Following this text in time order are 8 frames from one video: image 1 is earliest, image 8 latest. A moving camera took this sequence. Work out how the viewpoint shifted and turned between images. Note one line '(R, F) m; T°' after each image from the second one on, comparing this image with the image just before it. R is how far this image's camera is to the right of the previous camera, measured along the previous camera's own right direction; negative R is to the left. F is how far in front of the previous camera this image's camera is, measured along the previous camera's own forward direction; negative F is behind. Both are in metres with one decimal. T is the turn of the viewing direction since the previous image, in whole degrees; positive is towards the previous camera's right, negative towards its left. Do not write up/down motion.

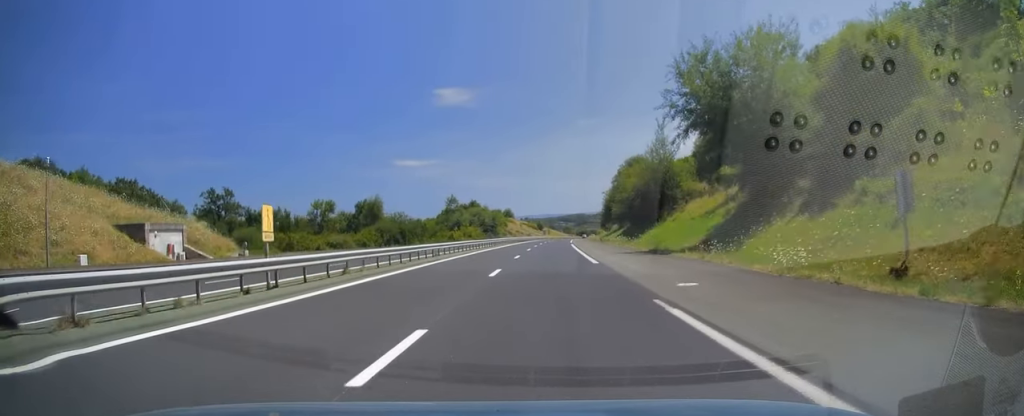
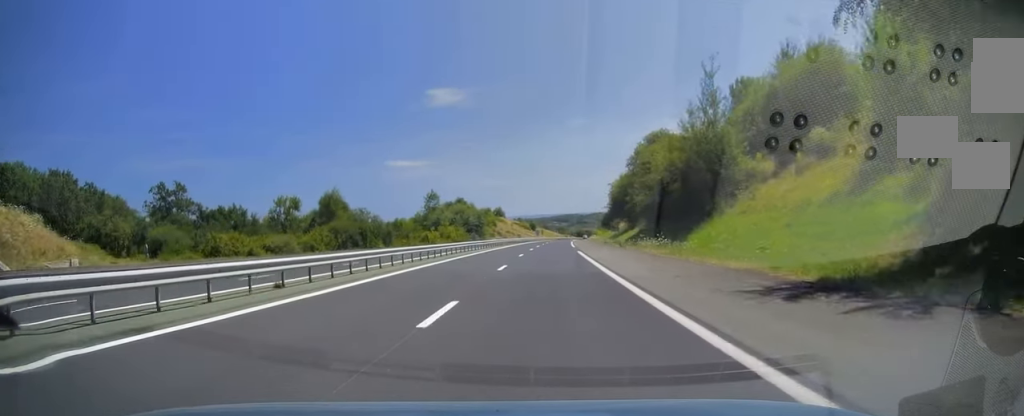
(-0.7, +23.6) m; -1°
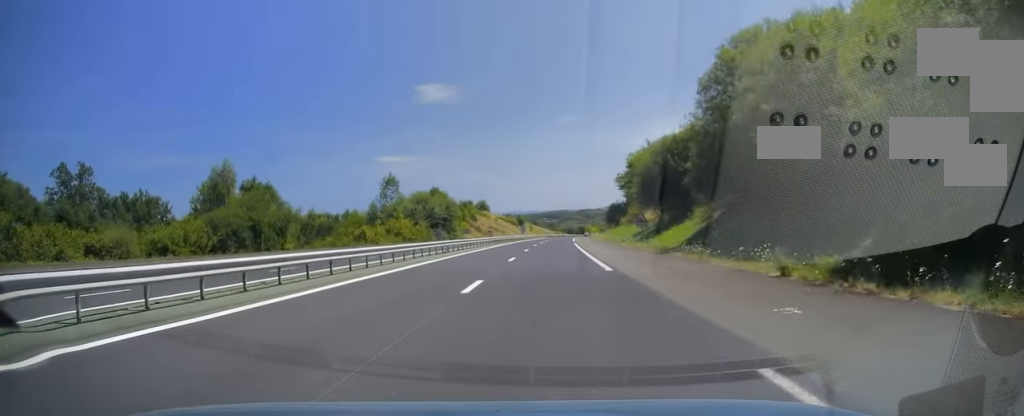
(+0.7, +36.8) m; +1°
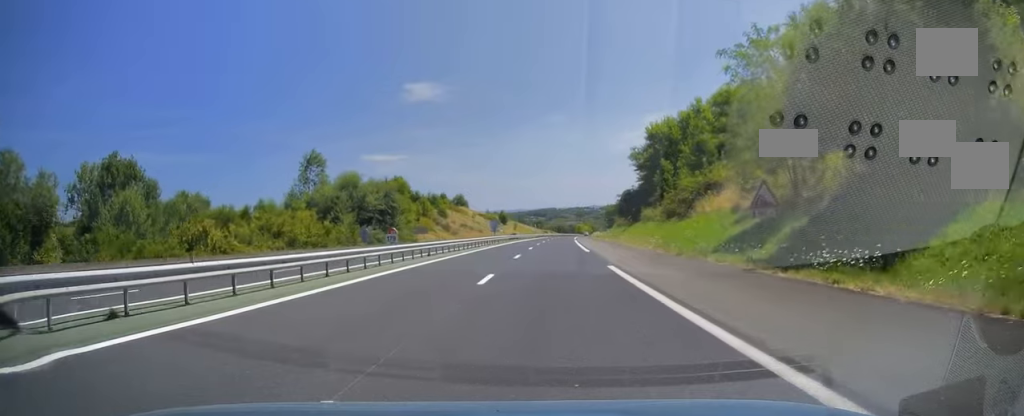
(+0.1, +39.3) m; +1°
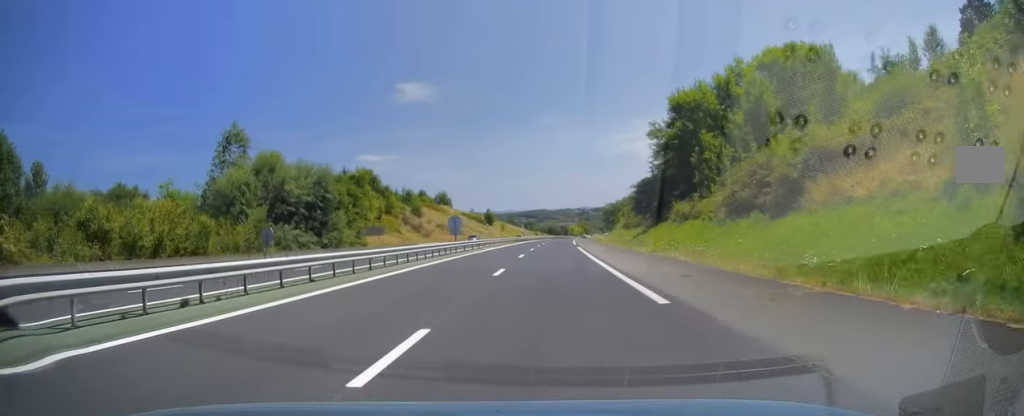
(+0.3, +23.7) m; +1°
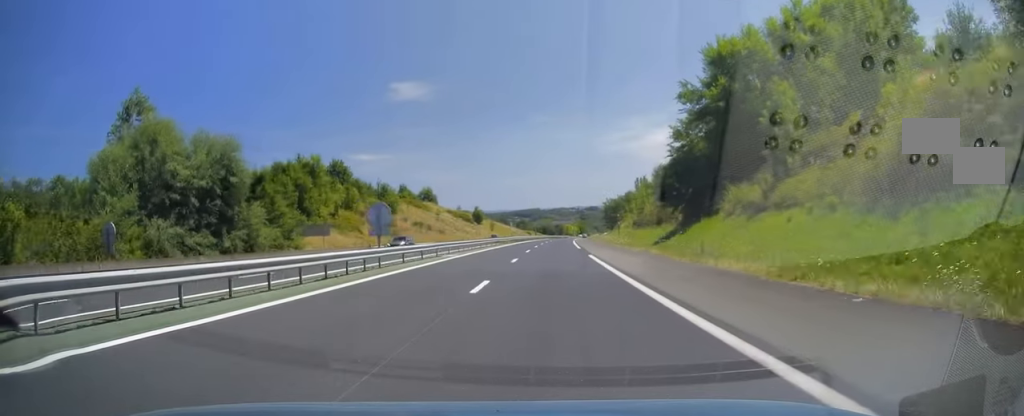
(+0.1, +19.1) m; 0°
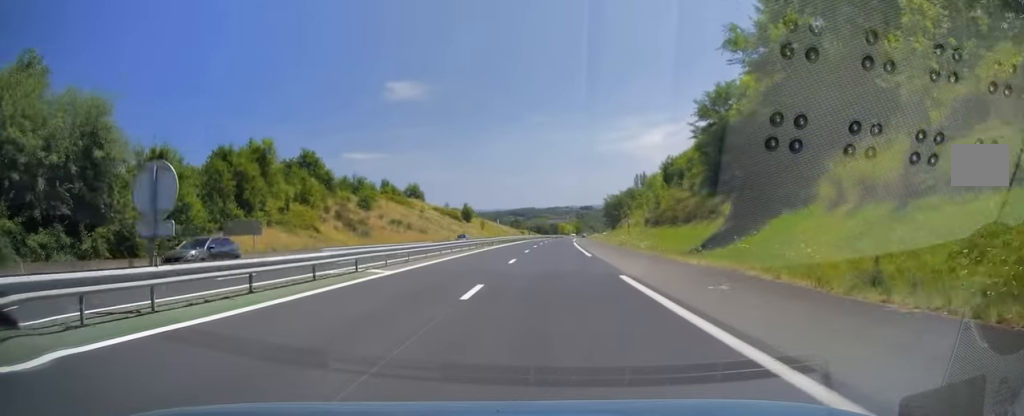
(0.0, +15.1) m; 0°
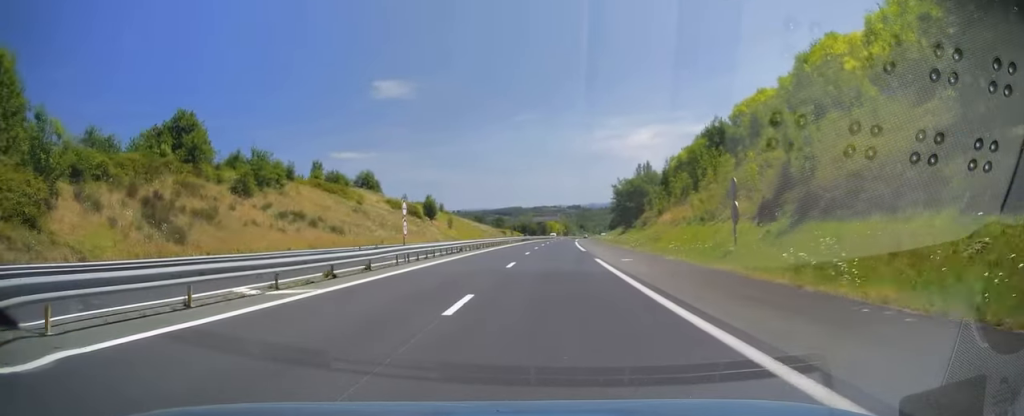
(+0.2, +43.1) m; +1°
